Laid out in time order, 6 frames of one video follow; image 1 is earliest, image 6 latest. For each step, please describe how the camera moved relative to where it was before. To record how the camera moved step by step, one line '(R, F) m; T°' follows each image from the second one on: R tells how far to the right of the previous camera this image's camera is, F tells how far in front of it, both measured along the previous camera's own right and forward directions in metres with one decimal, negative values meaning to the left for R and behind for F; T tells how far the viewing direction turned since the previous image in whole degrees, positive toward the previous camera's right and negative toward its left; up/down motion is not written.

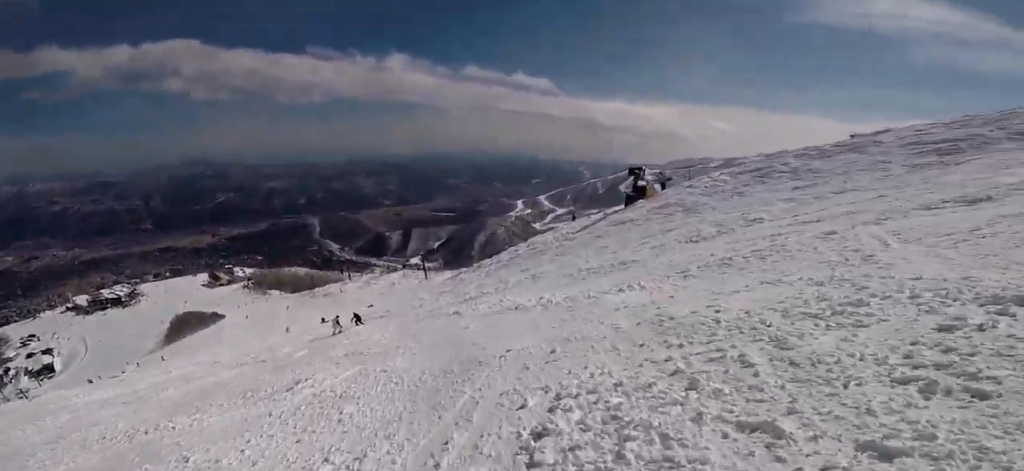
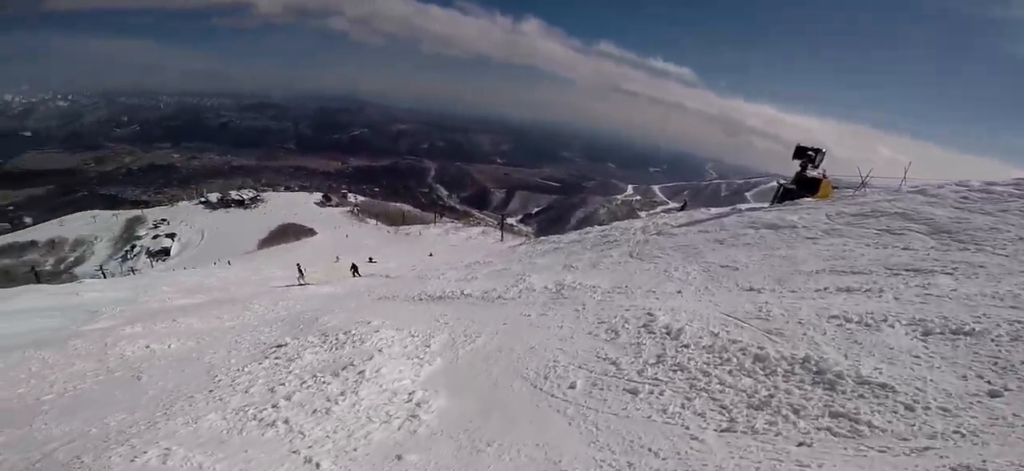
(+0.8, +10.5) m; -15°
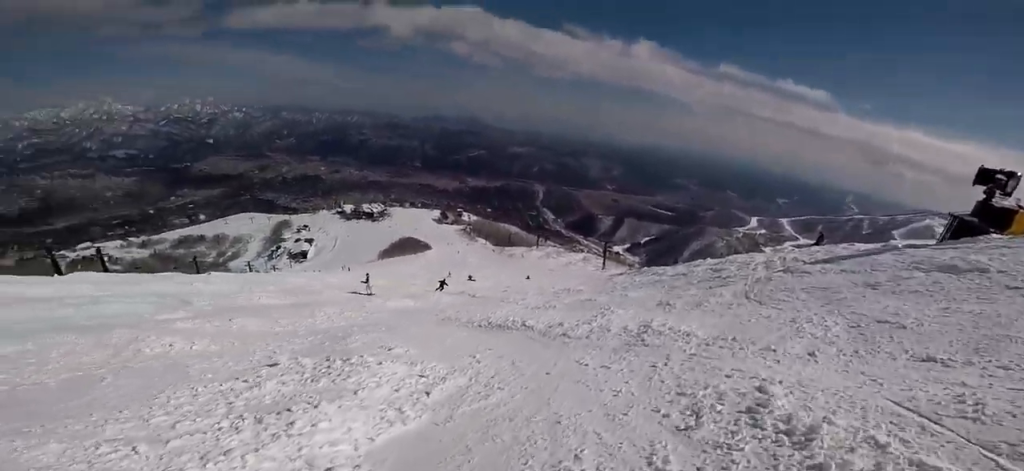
(-0.7, +2.5) m; -18°
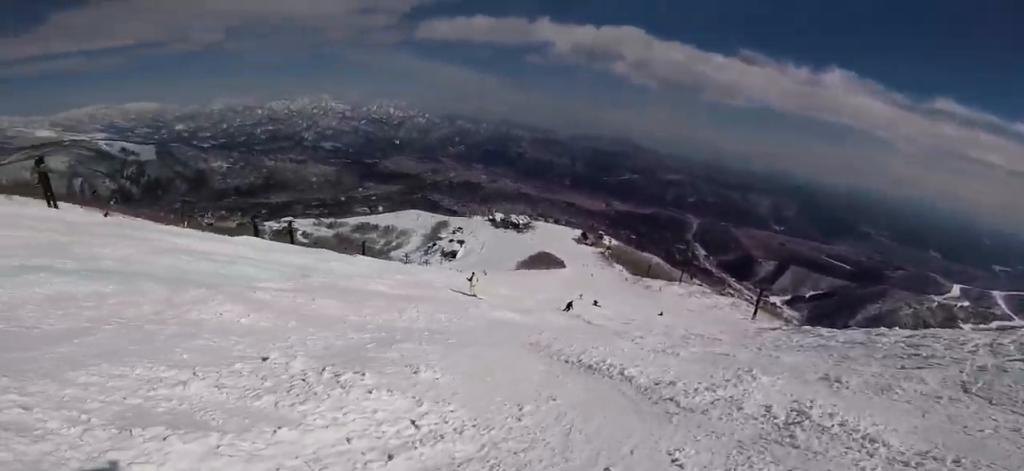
(-0.1, +2.0) m; -13°
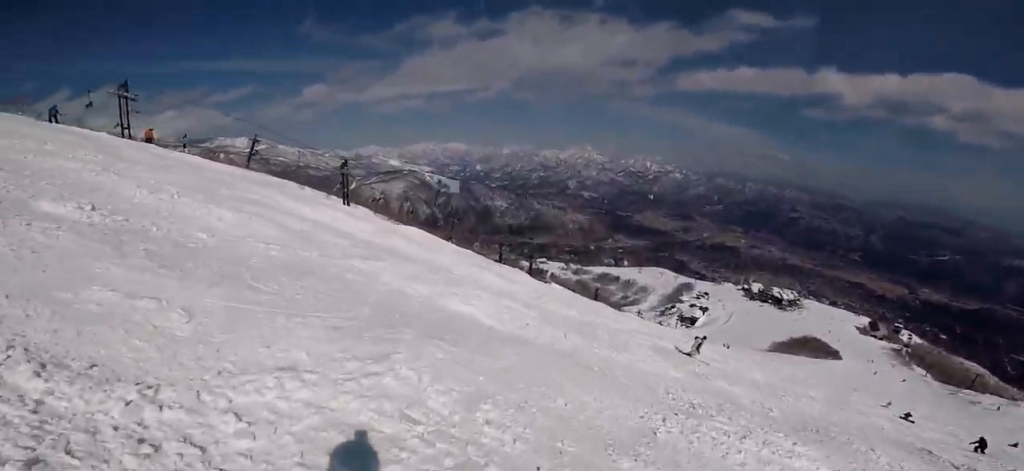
(-2.0, +8.3) m; -36°
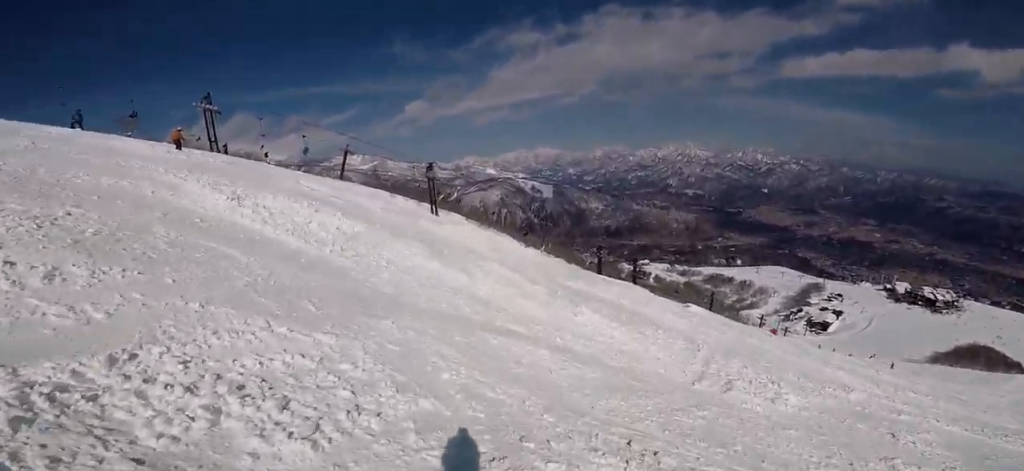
(-3.3, +6.8) m; -28°
